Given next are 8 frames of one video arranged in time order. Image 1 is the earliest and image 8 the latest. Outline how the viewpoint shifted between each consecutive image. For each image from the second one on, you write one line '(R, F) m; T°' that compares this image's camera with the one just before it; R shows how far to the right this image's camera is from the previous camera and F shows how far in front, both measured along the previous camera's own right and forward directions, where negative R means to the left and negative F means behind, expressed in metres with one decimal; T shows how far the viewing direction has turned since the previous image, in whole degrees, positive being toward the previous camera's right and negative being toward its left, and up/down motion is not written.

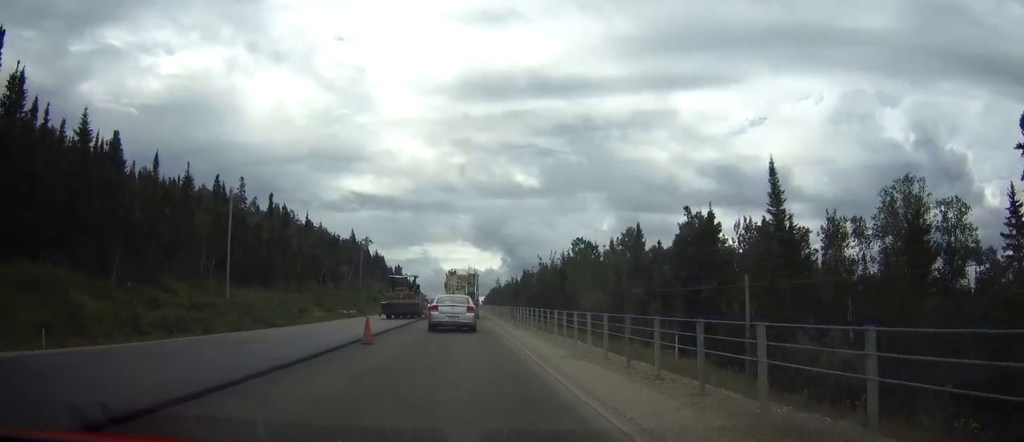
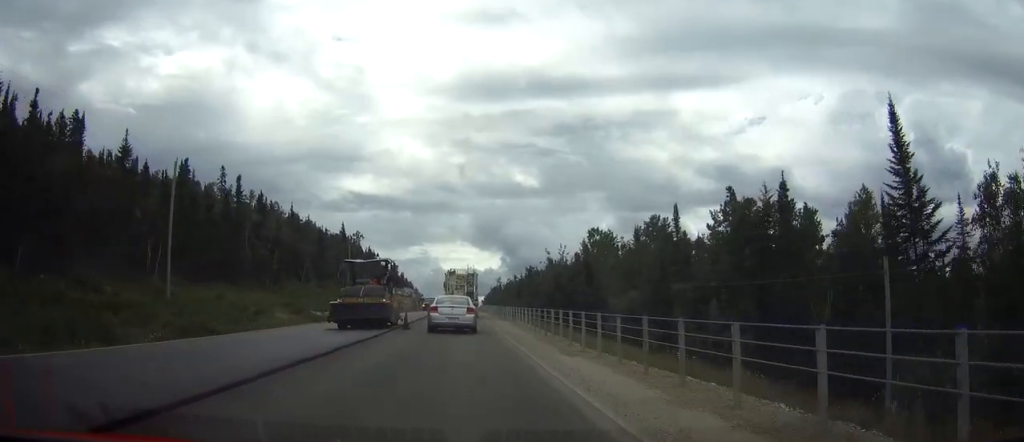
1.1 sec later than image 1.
(0.0, +15.3) m; 0°
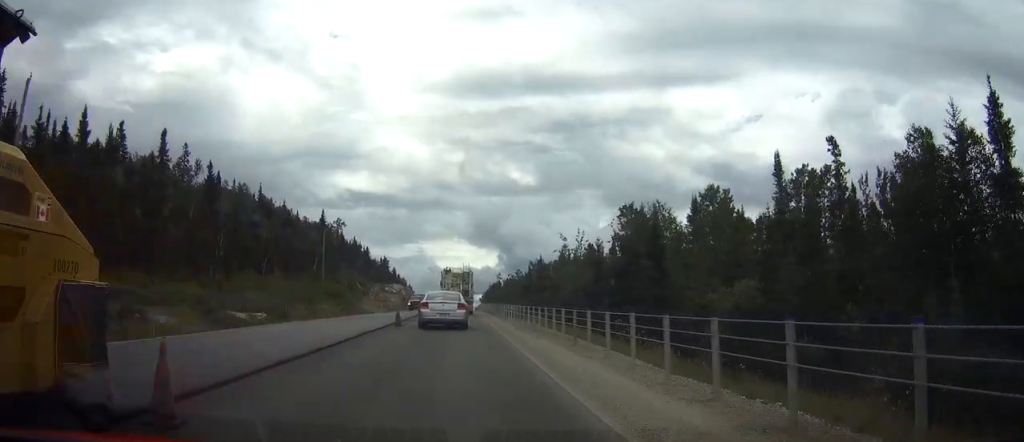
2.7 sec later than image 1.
(0.0, +23.5) m; 0°
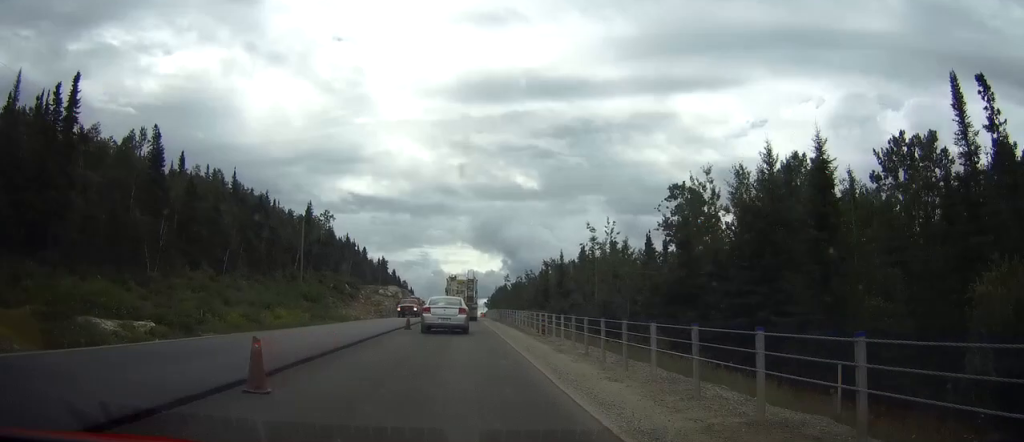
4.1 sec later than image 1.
(-0.1, +19.7) m; 0°
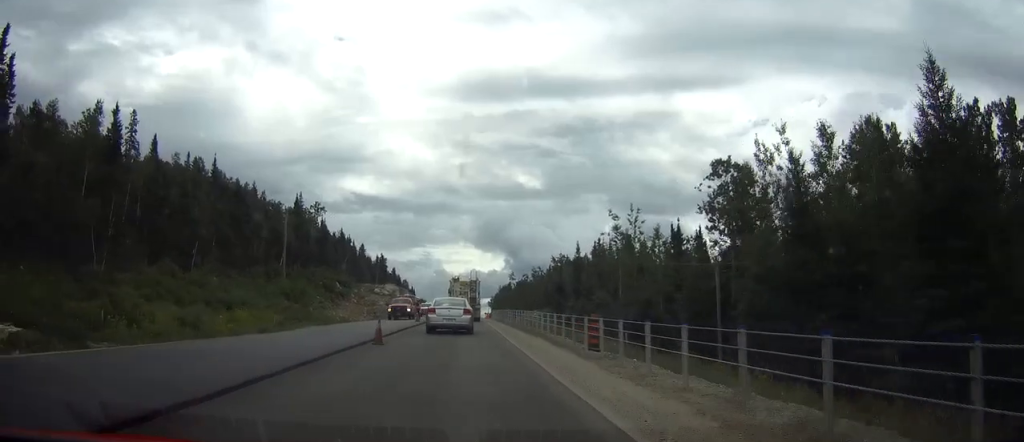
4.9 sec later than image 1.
(0.0, +11.5) m; 0°
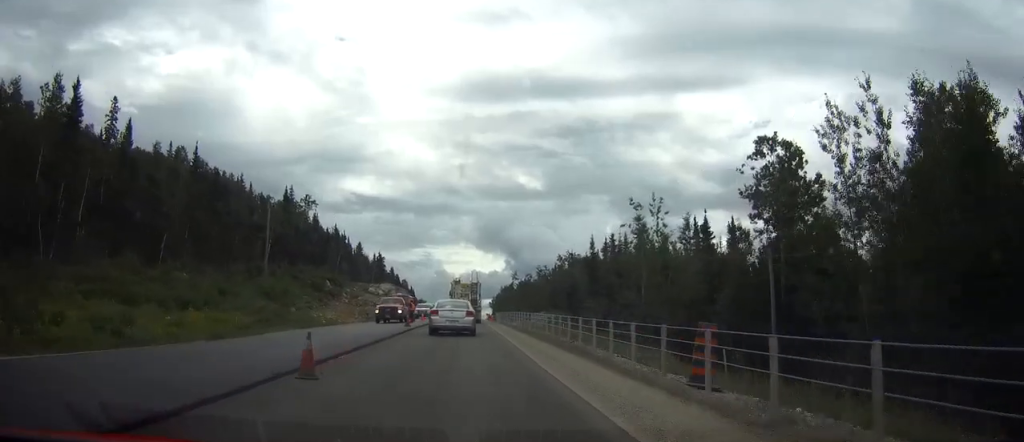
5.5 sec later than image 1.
(-0.1, +8.7) m; 0°
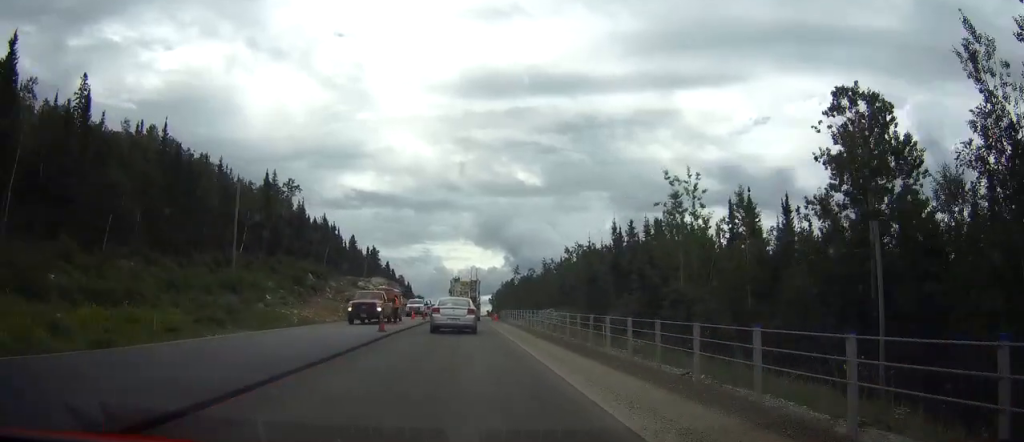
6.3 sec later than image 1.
(+0.1, +11.3) m; 0°
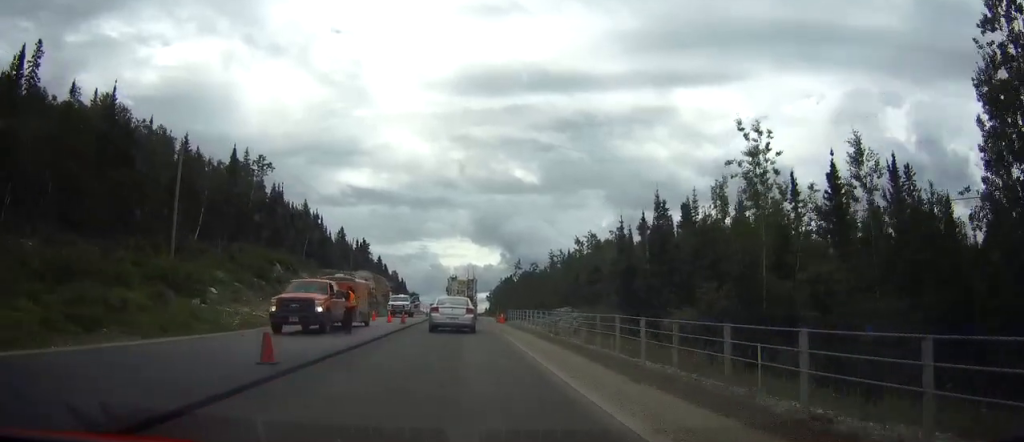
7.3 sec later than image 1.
(0.0, +14.9) m; 0°
